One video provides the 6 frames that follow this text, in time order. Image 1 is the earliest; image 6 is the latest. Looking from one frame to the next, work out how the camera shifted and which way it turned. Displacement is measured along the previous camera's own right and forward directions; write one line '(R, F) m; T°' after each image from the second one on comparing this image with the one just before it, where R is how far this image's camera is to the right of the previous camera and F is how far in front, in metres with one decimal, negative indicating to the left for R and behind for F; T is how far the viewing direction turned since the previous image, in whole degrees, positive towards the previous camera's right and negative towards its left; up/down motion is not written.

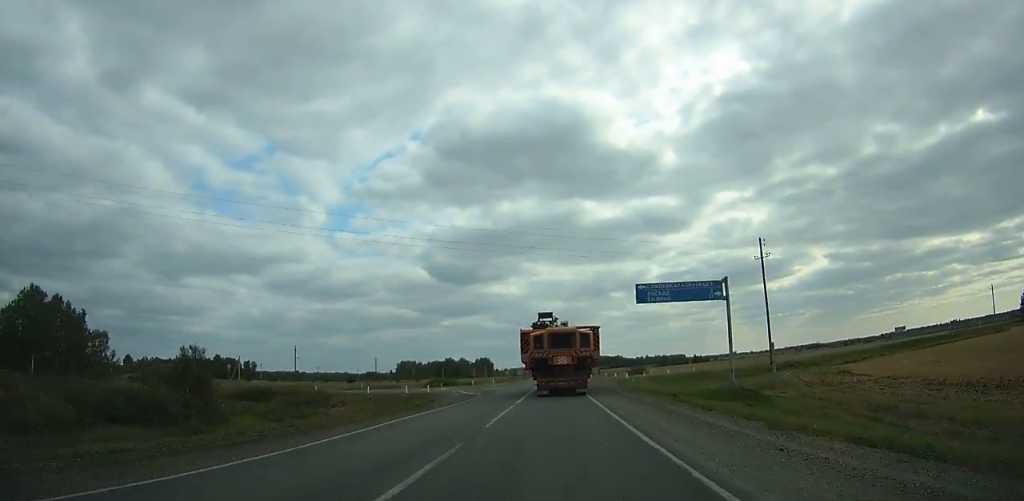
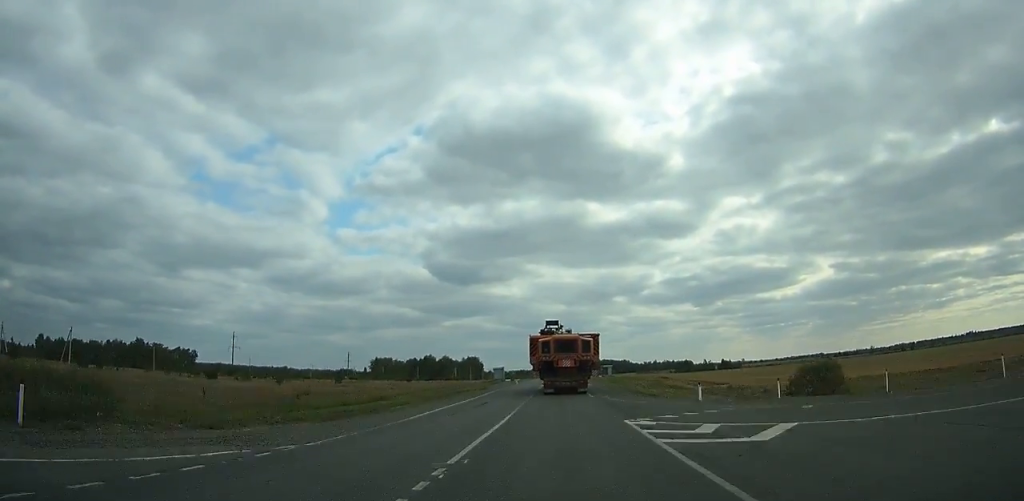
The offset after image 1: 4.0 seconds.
(-0.5, +80.5) m; 0°
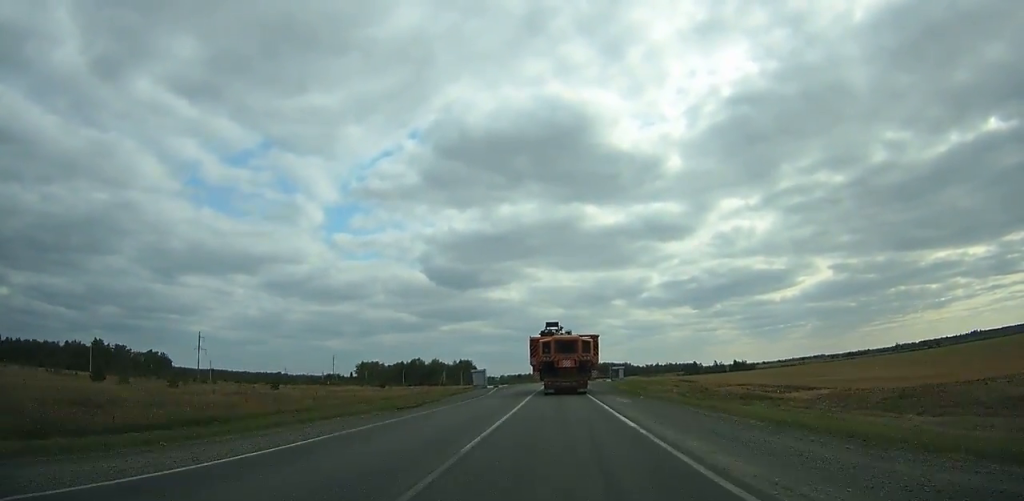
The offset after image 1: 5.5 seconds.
(-0.1, +30.3) m; 0°
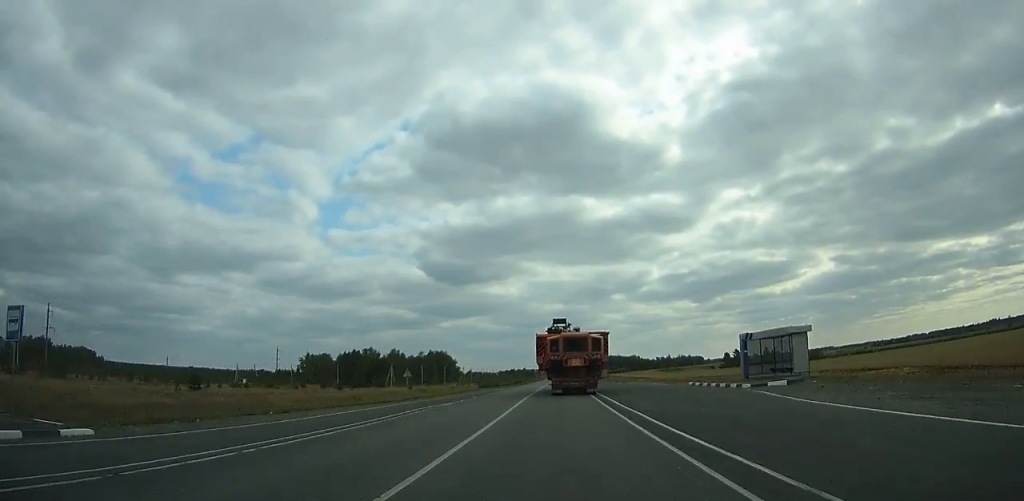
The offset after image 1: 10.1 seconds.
(+0.5, +95.6) m; 0°
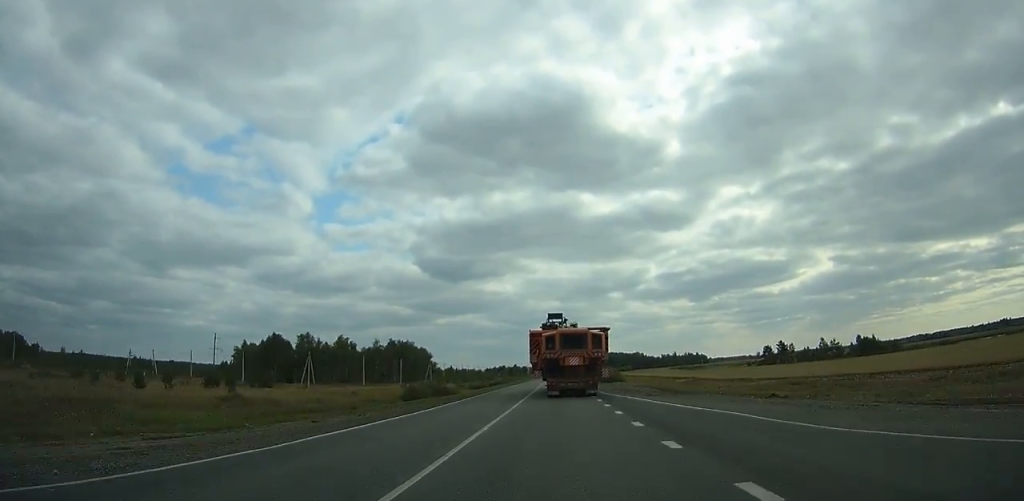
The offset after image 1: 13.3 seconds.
(0.0, +67.7) m; 0°
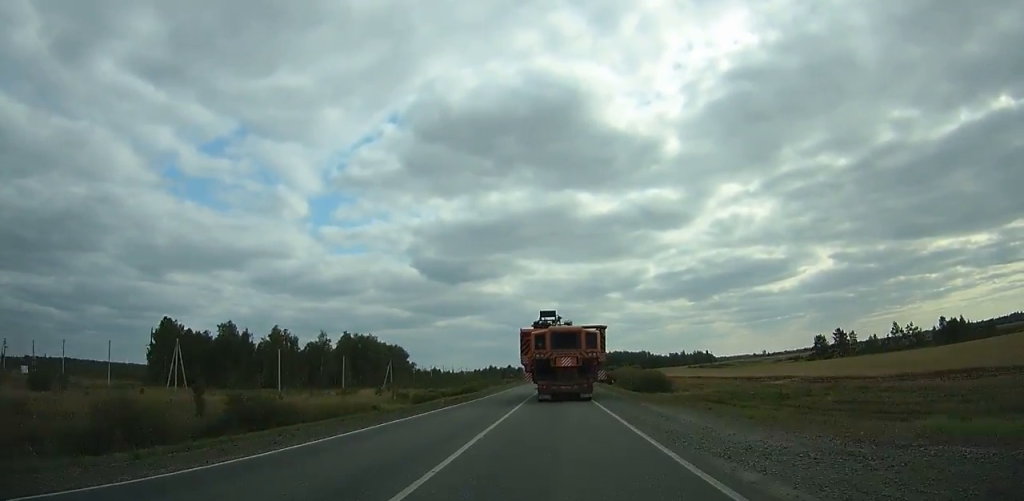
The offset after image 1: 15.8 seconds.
(0.0, +53.0) m; 0°
